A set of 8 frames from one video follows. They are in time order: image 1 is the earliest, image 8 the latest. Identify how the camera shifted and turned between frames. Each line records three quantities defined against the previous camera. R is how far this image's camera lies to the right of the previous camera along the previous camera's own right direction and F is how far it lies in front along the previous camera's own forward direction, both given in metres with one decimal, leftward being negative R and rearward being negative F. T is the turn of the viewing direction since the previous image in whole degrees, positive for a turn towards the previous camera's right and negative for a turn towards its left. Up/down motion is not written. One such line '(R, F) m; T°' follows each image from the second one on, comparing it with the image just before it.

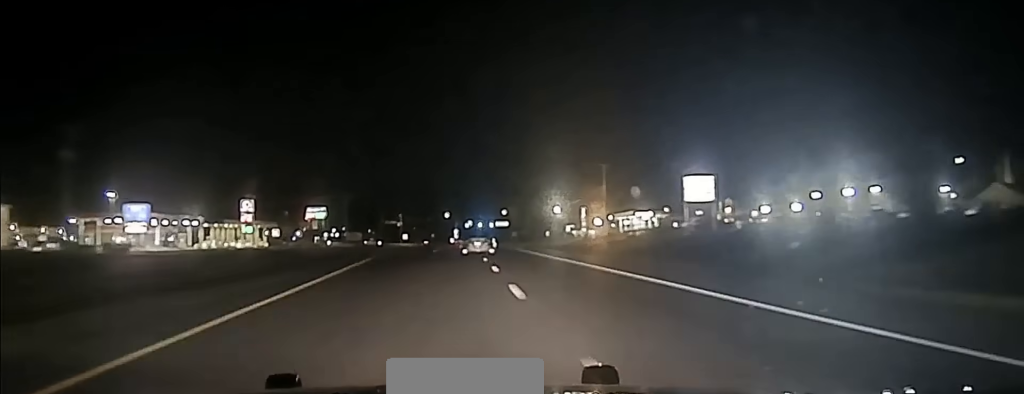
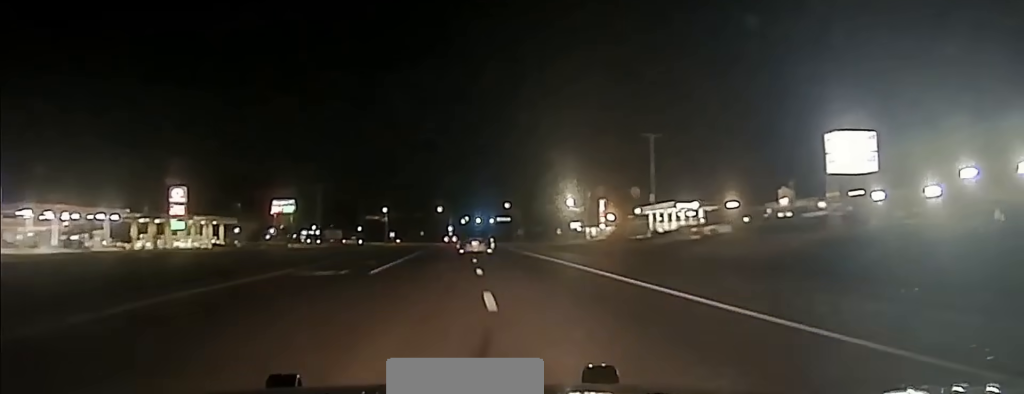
(+0.1, +39.3) m; 0°
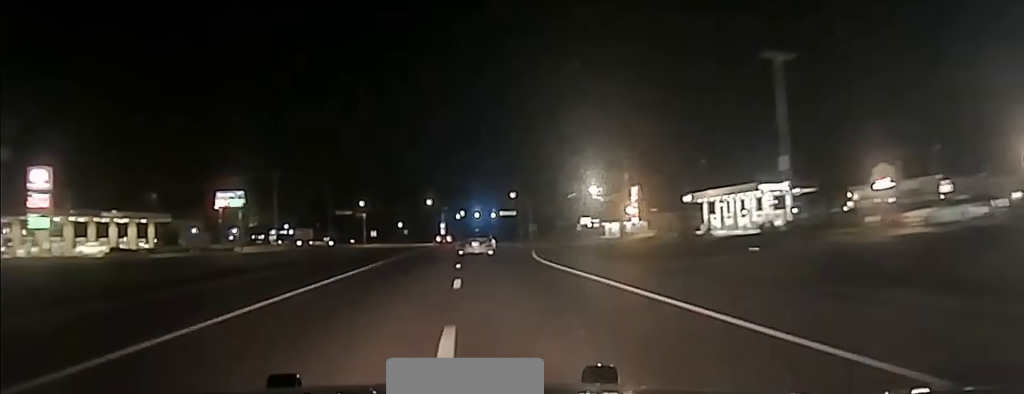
(0.0, +45.5) m; 0°
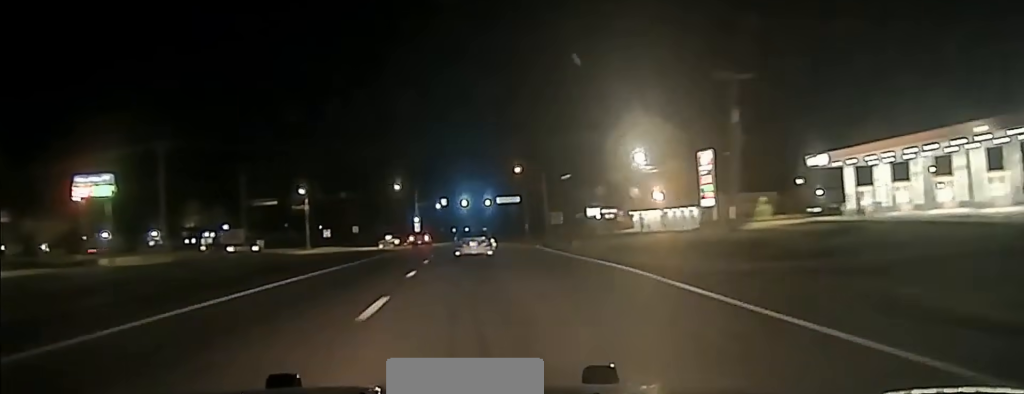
(0.0, +52.7) m; 0°
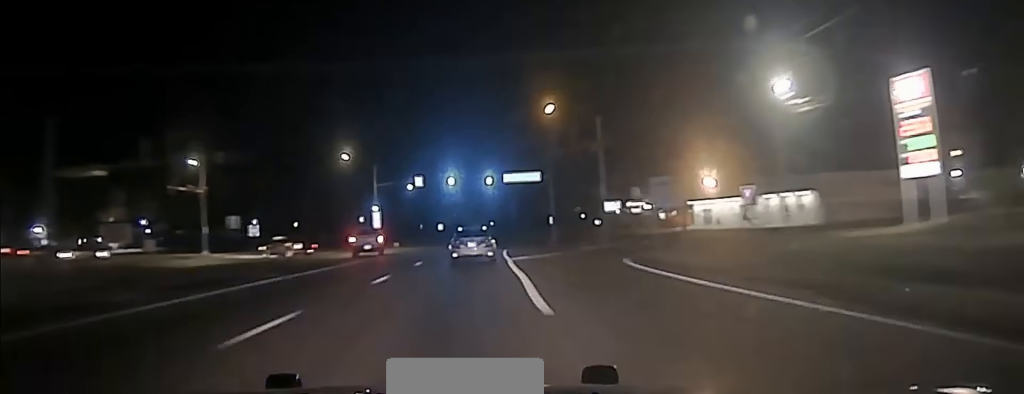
(+0.4, +51.6) m; +2°
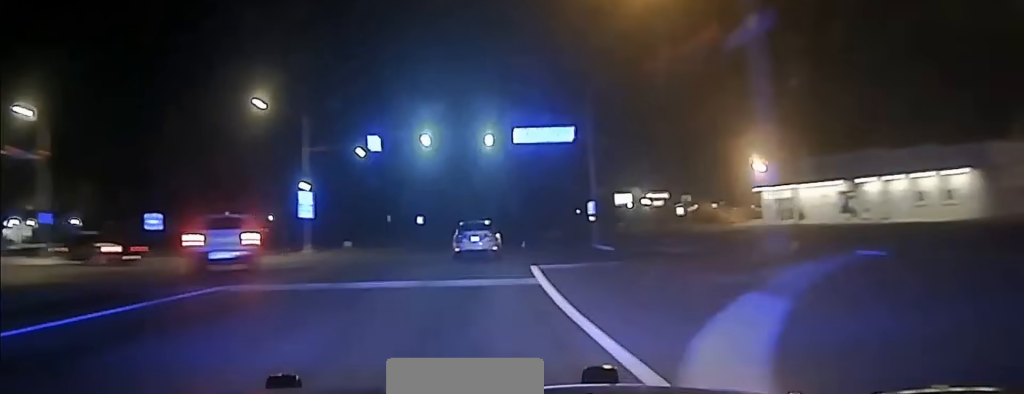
(+0.7, +36.0) m; +1°
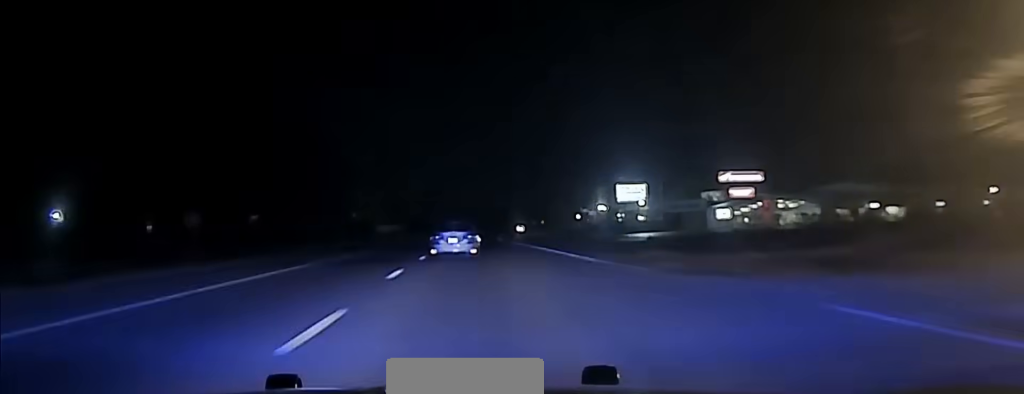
(+1.5, +92.4) m; +2°
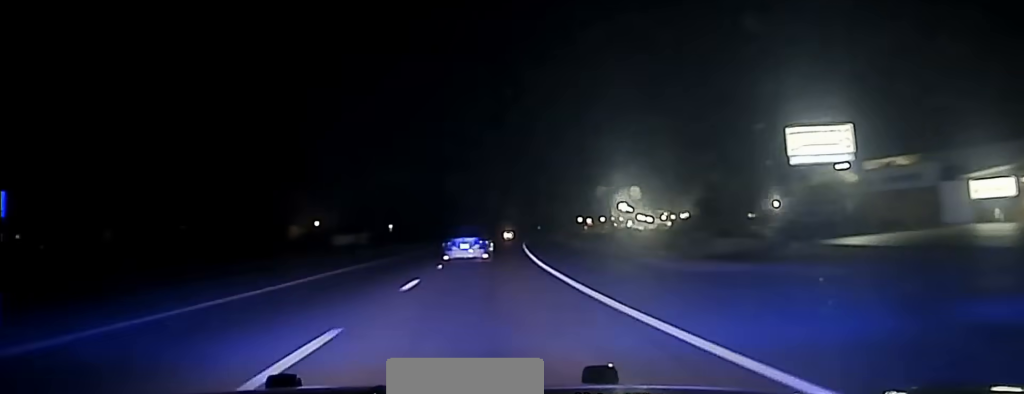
(+2.4, +76.9) m; +3°
